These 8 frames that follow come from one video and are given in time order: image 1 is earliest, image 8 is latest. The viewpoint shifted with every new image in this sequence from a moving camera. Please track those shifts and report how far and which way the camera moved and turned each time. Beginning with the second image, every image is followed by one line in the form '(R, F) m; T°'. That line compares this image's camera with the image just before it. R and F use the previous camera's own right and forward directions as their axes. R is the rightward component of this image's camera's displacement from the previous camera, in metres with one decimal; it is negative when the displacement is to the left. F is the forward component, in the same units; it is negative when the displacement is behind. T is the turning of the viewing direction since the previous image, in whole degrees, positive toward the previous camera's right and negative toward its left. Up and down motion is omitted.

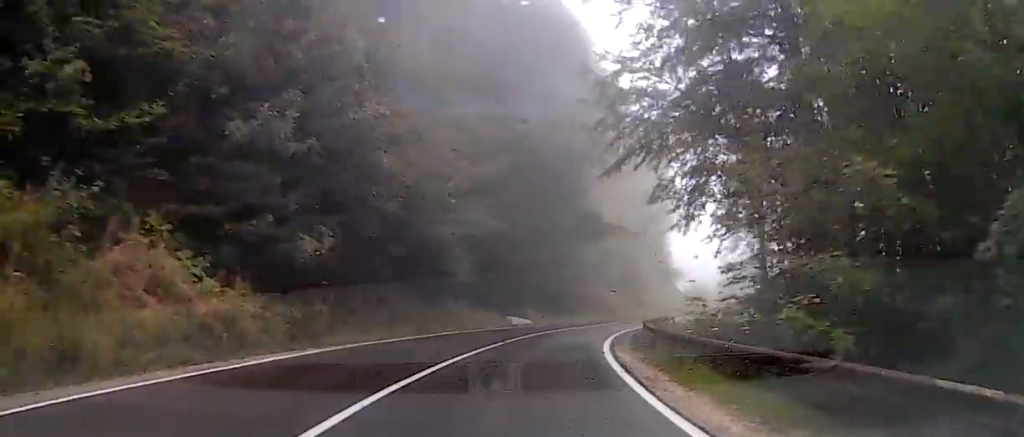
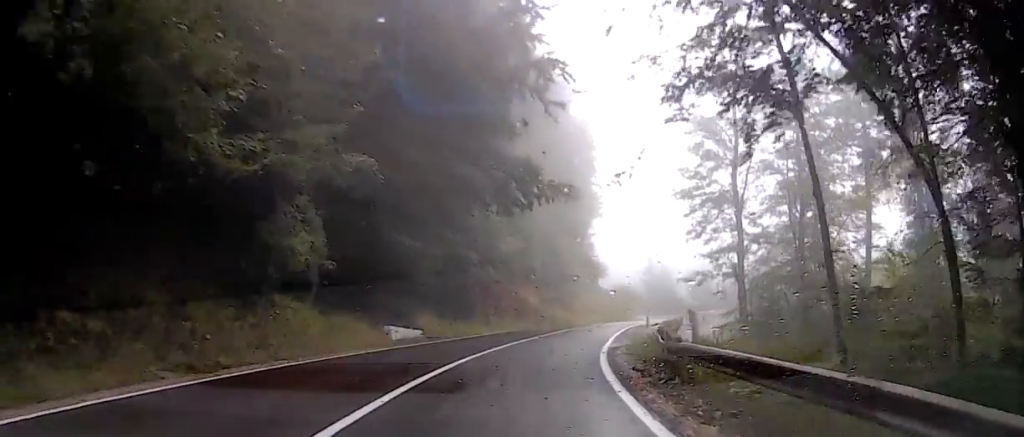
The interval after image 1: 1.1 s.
(+0.6, +13.3) m; +7°
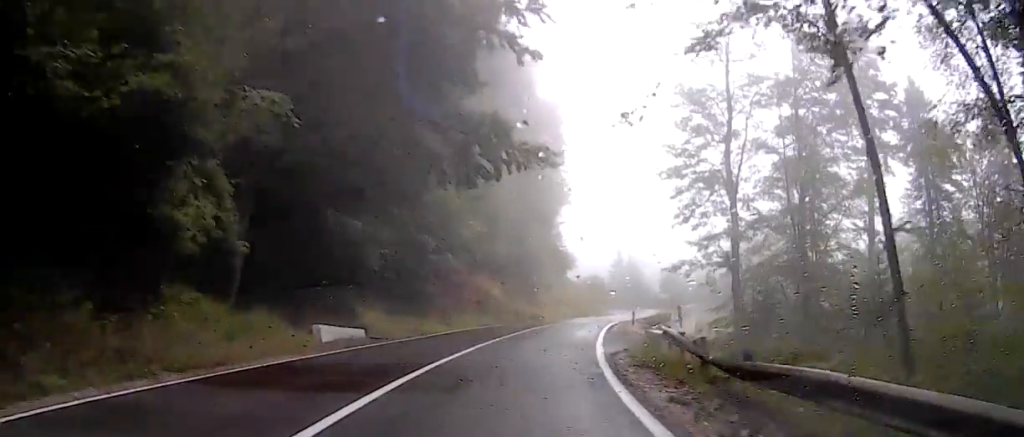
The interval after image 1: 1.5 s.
(+0.4, +5.2) m; +2°
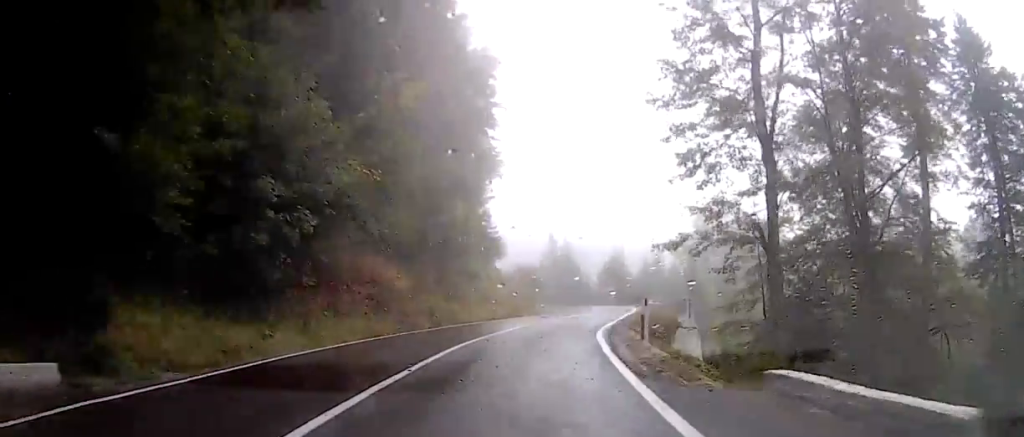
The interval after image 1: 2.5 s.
(+0.4, +13.5) m; +7°
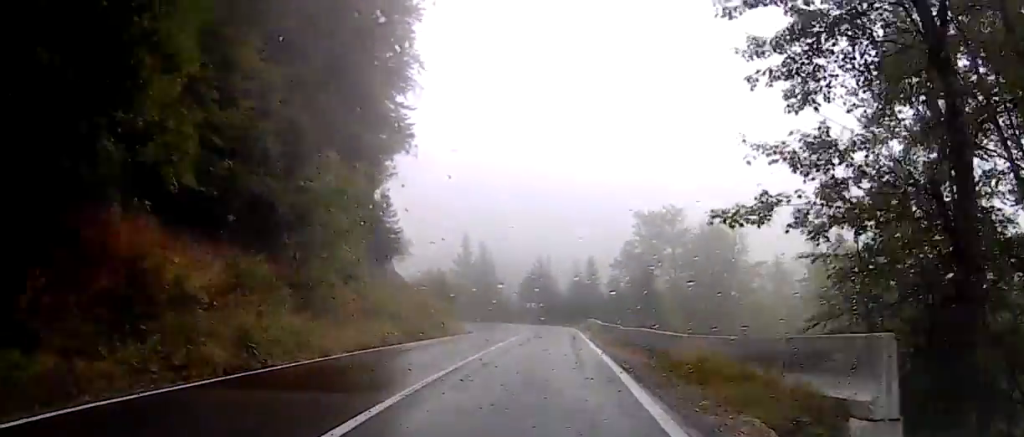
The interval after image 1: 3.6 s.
(+1.5, +13.8) m; +3°
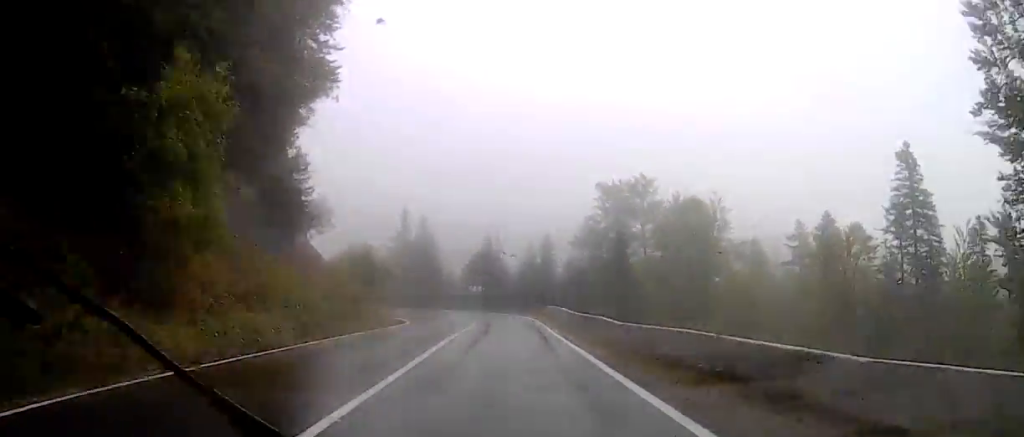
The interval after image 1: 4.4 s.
(-0.8, +9.0) m; 0°
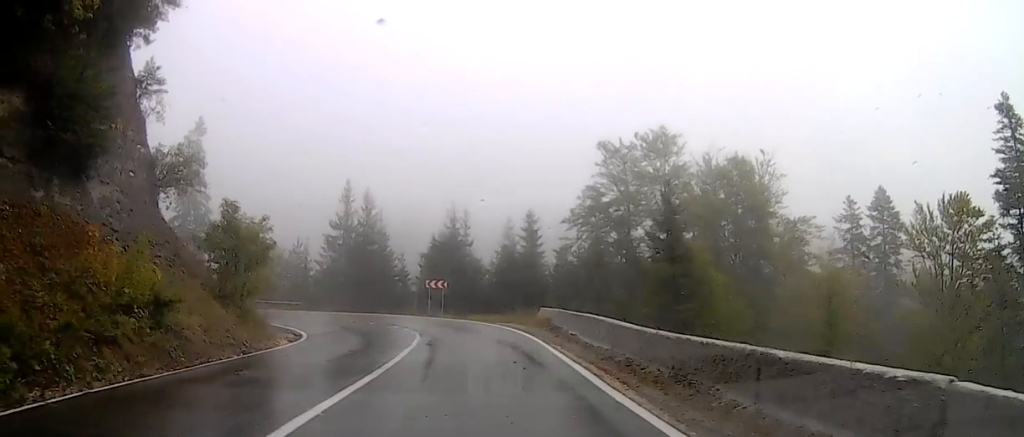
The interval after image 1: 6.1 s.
(+1.7, +17.2) m; +10°
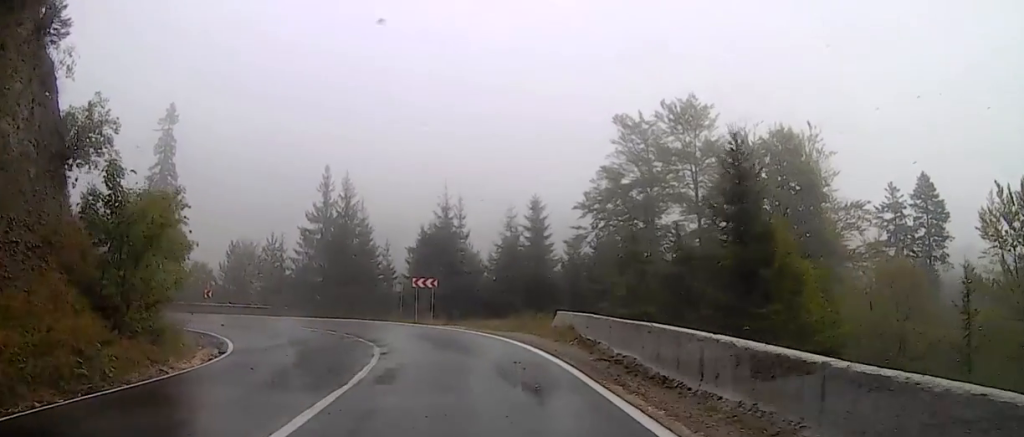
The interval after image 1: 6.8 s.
(+0.1, +7.4) m; 0°
